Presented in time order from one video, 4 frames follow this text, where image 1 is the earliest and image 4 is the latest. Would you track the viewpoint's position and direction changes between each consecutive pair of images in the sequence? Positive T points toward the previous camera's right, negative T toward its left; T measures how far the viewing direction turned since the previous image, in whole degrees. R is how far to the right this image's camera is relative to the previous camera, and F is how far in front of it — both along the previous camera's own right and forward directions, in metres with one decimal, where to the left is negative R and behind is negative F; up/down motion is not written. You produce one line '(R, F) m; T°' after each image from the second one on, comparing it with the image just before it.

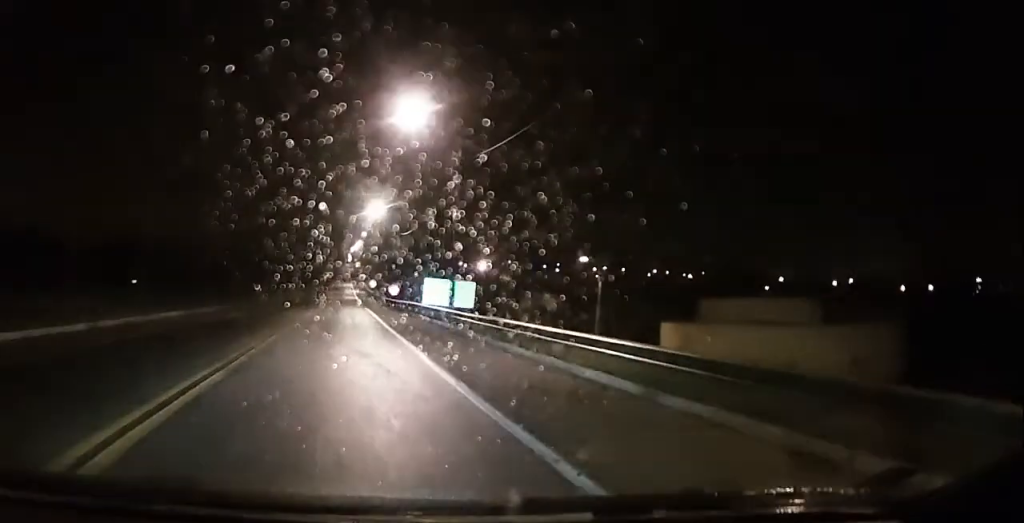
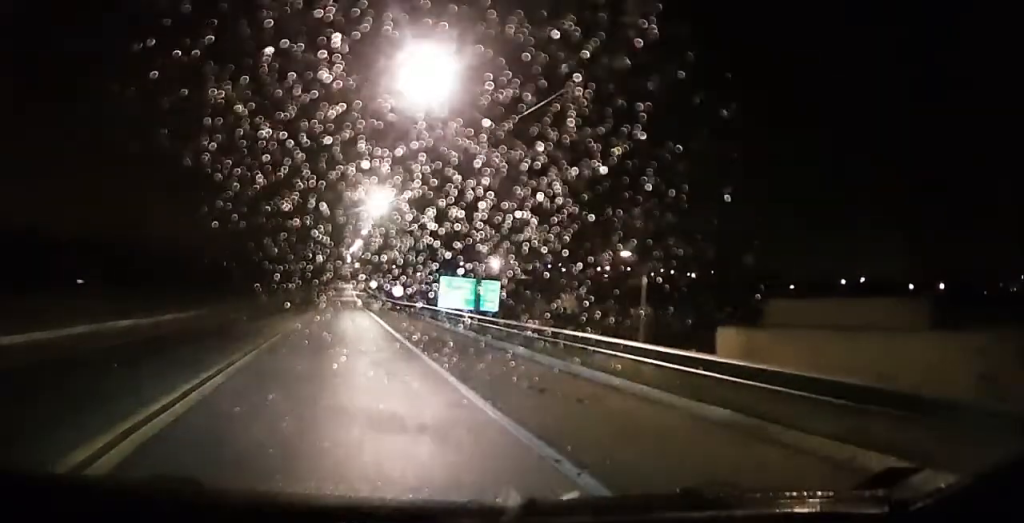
(0.0, +6.2) m; 0°
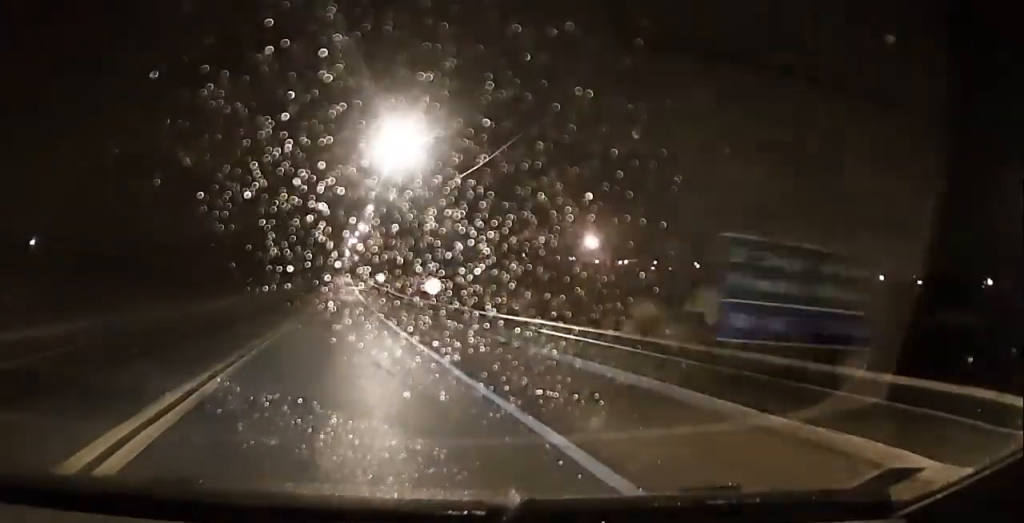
(-0.2, +25.0) m; -1°
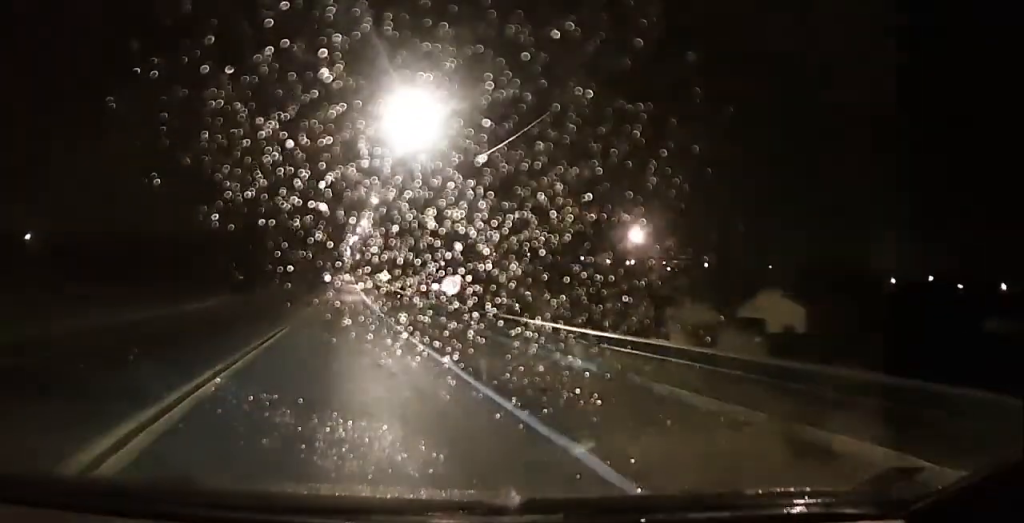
(0.0, +6.3) m; 0°
